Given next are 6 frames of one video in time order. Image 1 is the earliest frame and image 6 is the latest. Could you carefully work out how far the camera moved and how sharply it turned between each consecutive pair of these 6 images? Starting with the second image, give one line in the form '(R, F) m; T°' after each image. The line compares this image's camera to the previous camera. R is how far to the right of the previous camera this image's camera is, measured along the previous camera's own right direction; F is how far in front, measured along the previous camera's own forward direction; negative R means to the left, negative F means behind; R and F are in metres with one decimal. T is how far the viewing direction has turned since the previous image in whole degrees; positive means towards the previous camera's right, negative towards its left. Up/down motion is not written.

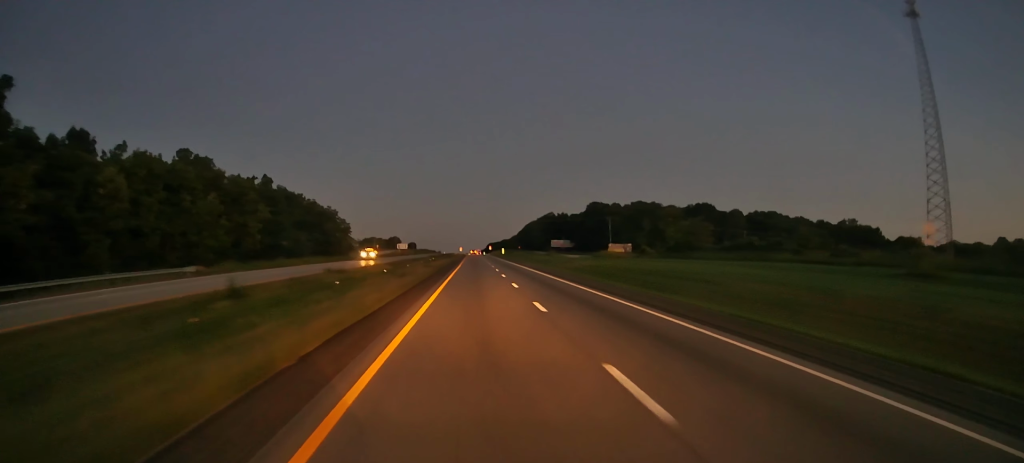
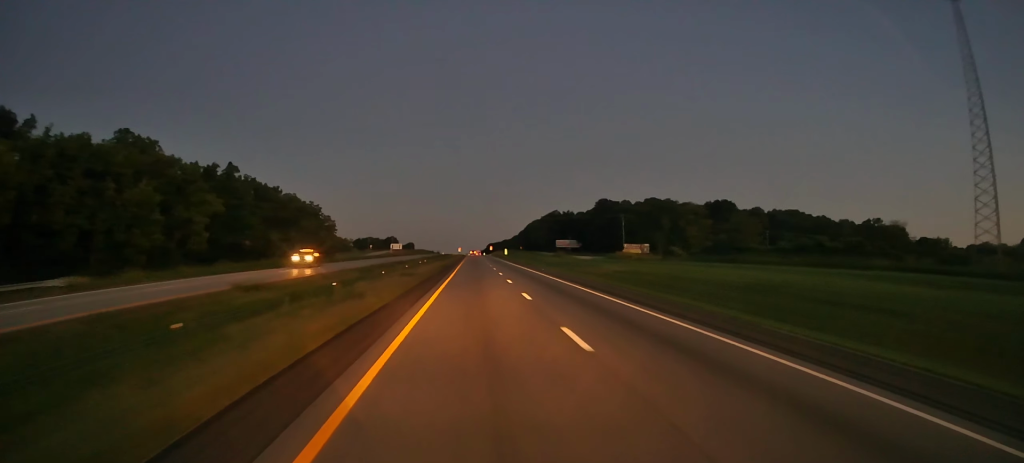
(0.0, +19.1) m; 0°
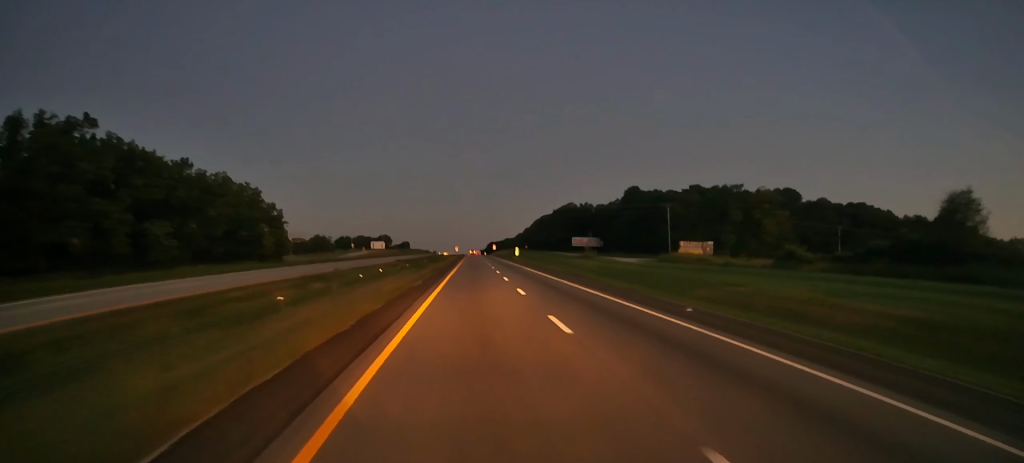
(-0.4, +45.8) m; -1°
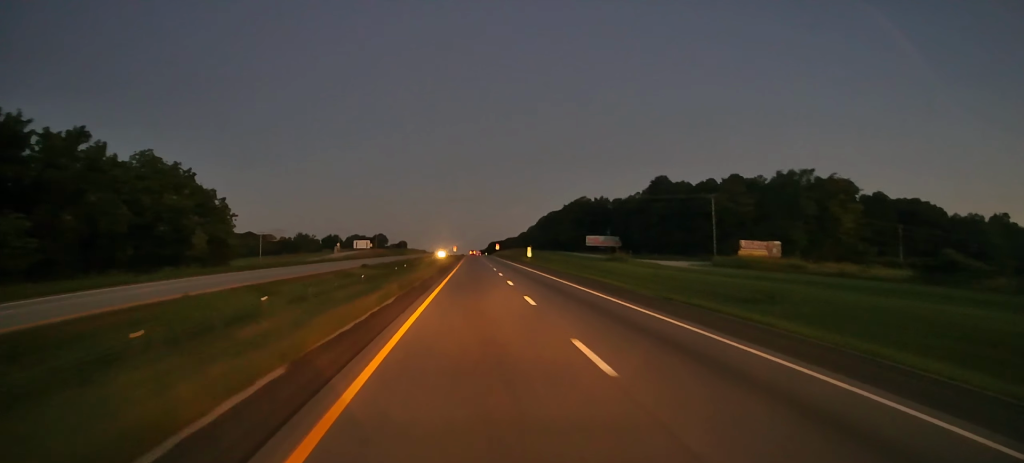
(0.0, +28.6) m; -1°
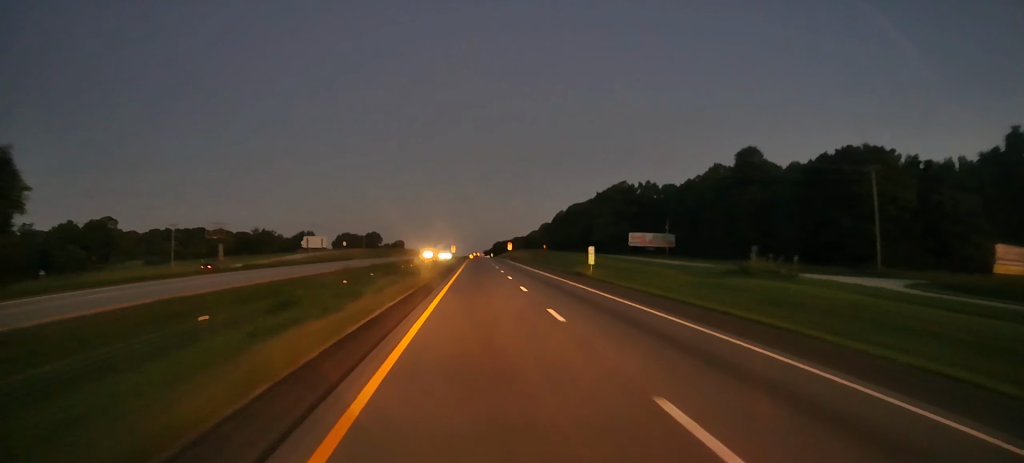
(-0.1, +53.0) m; 0°
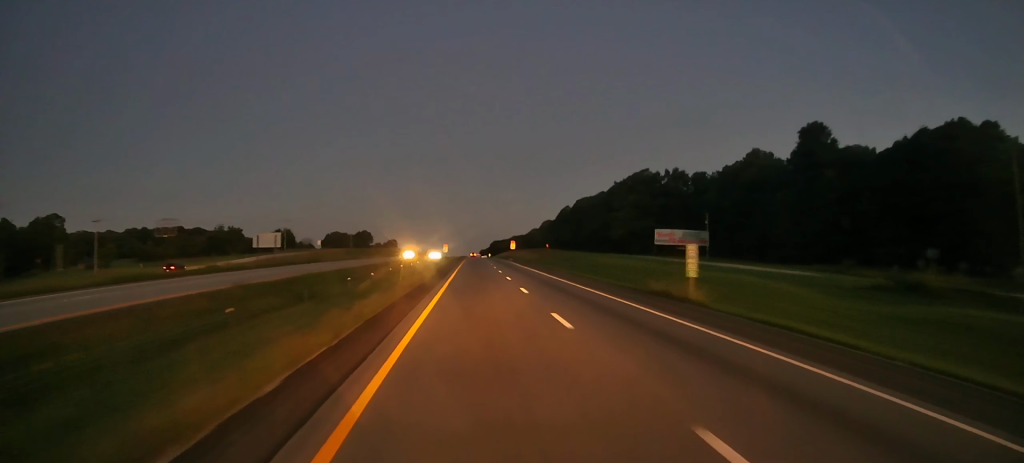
(-0.1, +25.4) m; 0°
